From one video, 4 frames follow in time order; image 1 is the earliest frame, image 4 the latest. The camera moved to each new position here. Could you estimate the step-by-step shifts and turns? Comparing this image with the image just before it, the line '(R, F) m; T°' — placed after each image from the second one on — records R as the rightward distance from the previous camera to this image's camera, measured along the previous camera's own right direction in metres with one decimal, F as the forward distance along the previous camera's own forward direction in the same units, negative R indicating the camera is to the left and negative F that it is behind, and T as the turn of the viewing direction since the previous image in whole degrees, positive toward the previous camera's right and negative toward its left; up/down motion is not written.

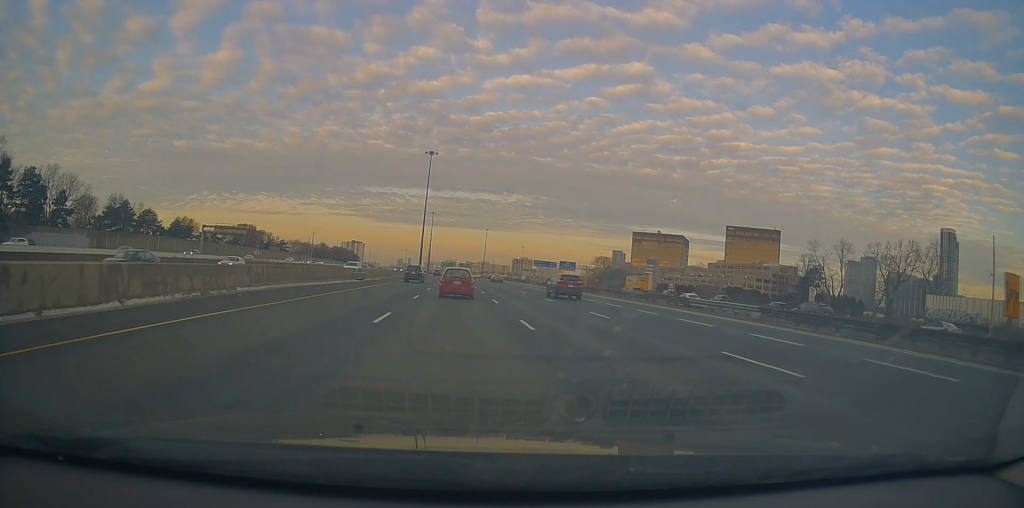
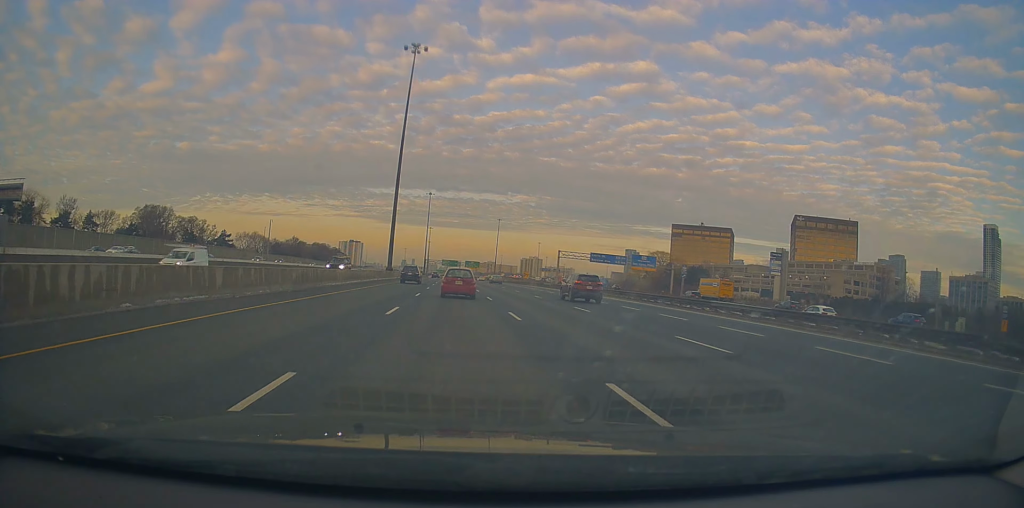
(-0.6, +82.0) m; 0°
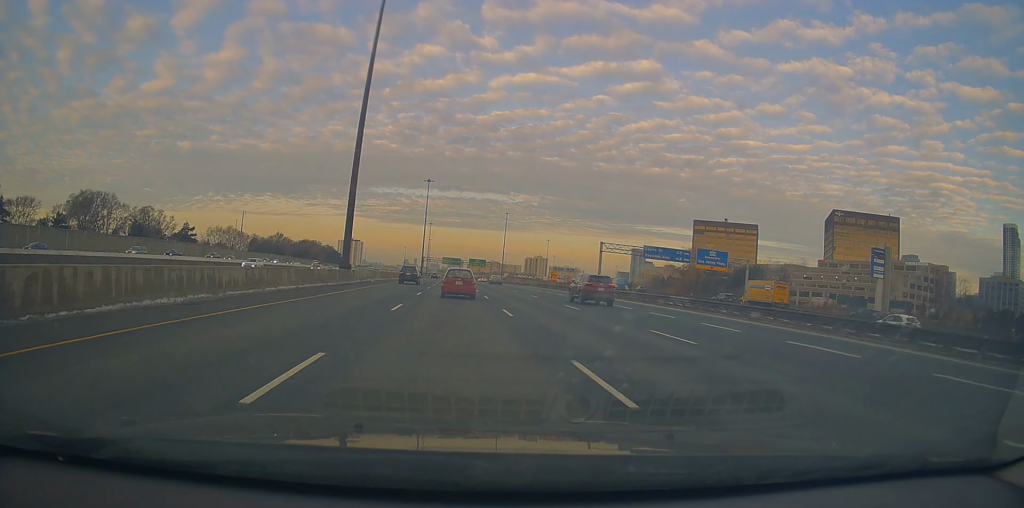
(+0.1, +34.6) m; -1°
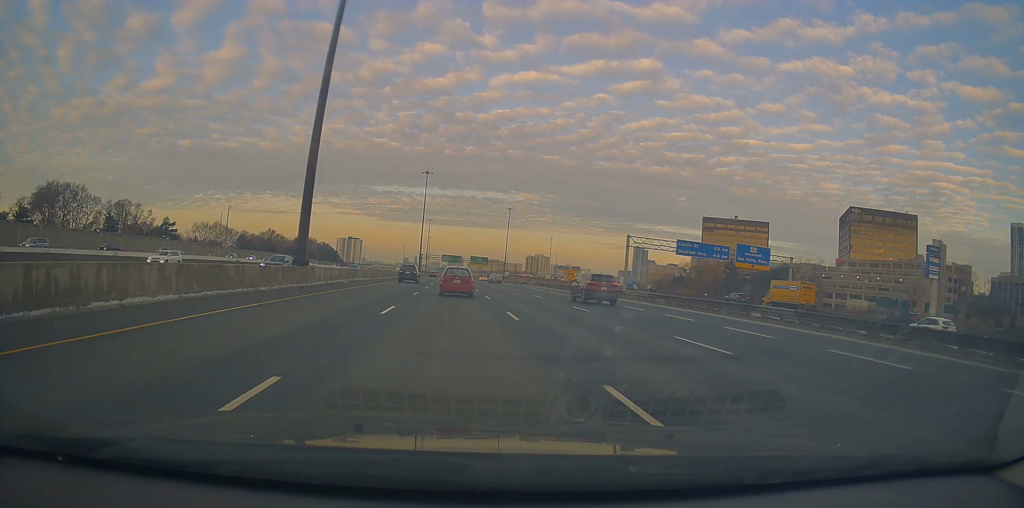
(-0.4, +14.2) m; 0°
